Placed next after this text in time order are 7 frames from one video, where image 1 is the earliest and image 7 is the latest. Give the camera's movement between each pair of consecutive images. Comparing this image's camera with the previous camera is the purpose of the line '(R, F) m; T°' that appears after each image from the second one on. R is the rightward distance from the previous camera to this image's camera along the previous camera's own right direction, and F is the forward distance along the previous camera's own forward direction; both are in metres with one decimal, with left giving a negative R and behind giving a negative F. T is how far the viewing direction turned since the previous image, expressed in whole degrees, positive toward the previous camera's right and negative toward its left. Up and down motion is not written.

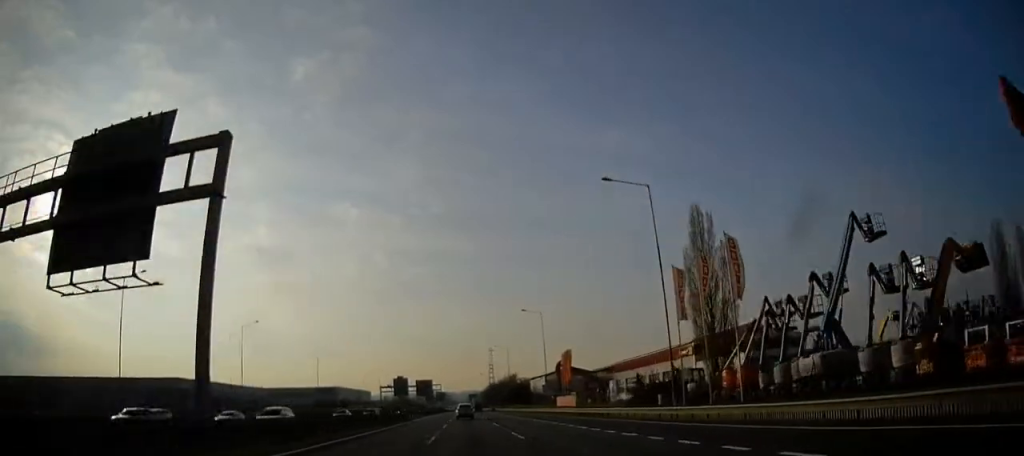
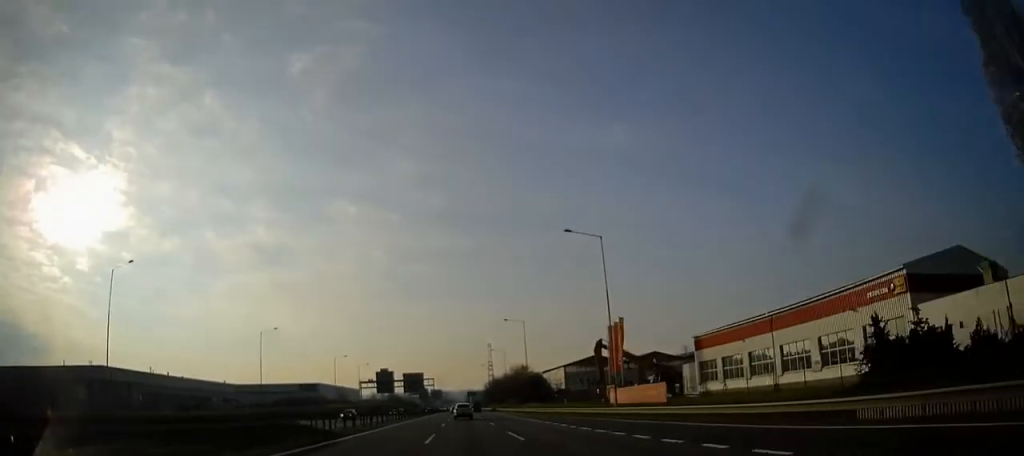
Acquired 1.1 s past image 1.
(0.0, +37.5) m; 0°
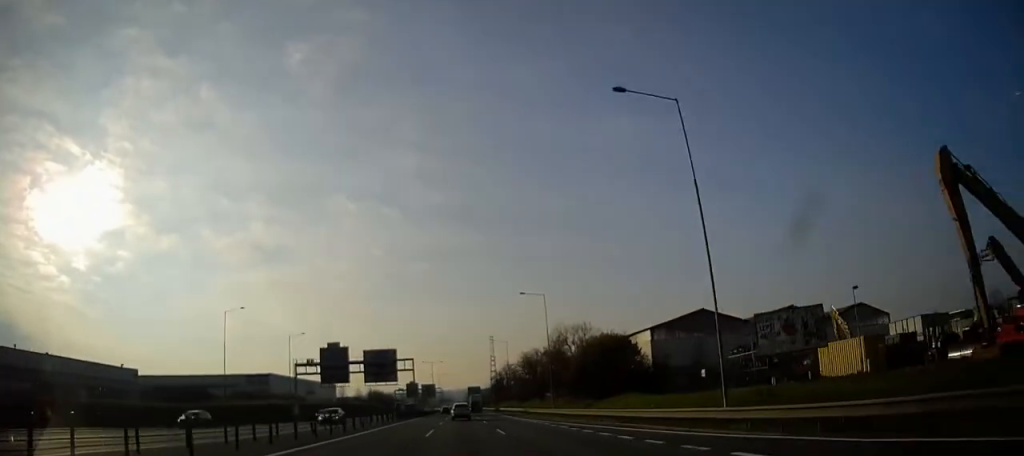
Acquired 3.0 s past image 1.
(+0.3, +67.9) m; 0°
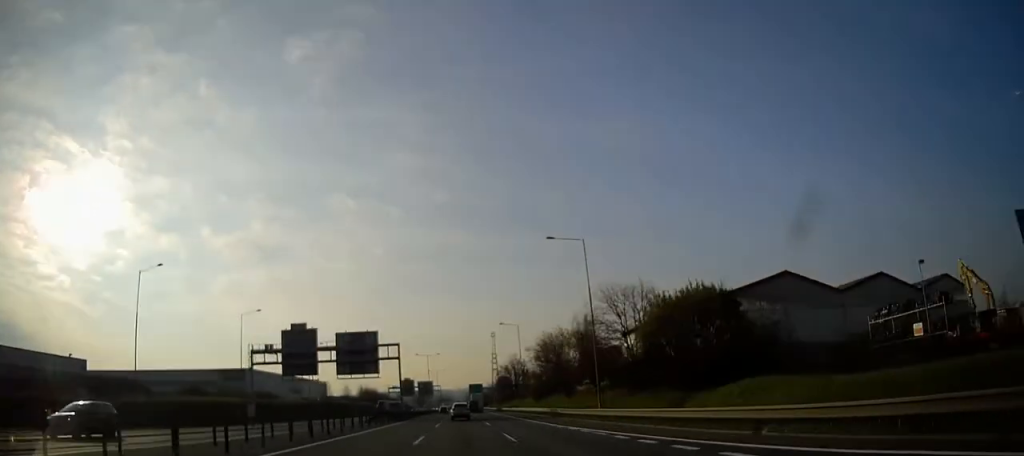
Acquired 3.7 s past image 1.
(0.0, +23.4) m; 0°
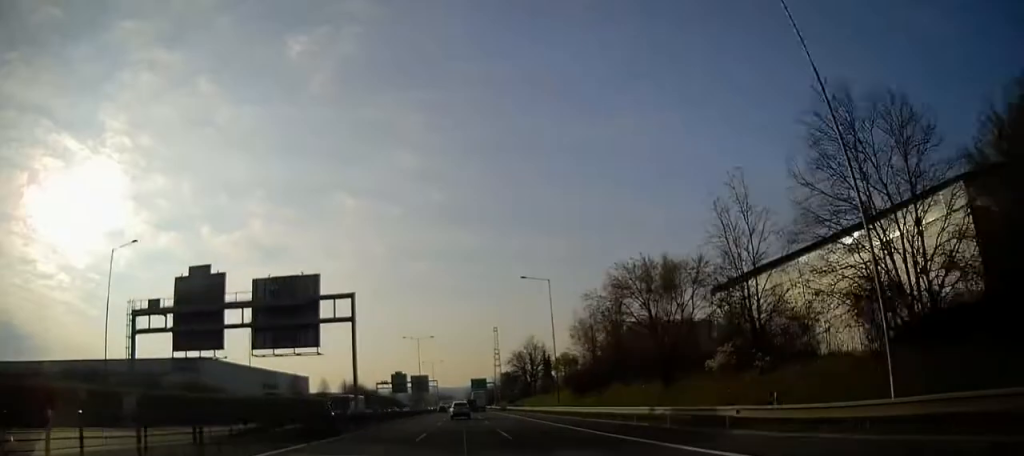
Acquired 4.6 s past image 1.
(-0.1, +33.8) m; 0°
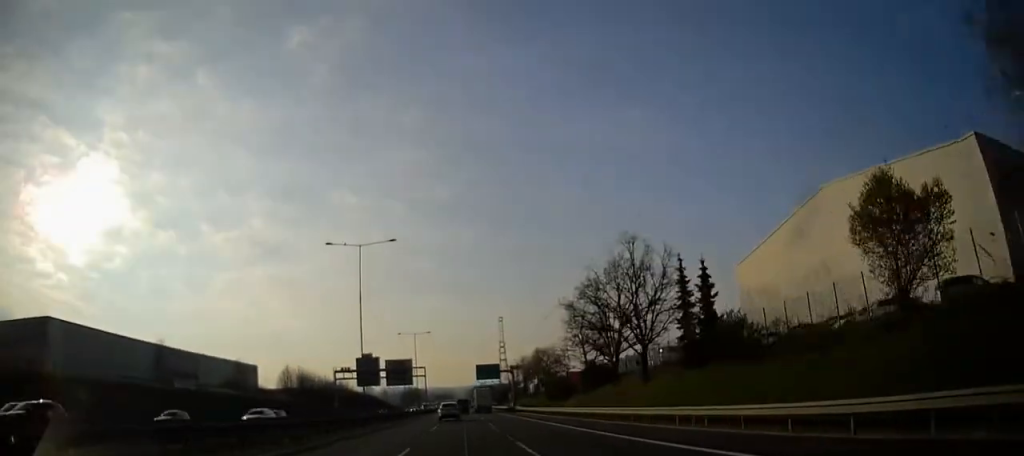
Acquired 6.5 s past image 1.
(-0.2, +66.1) m; 0°
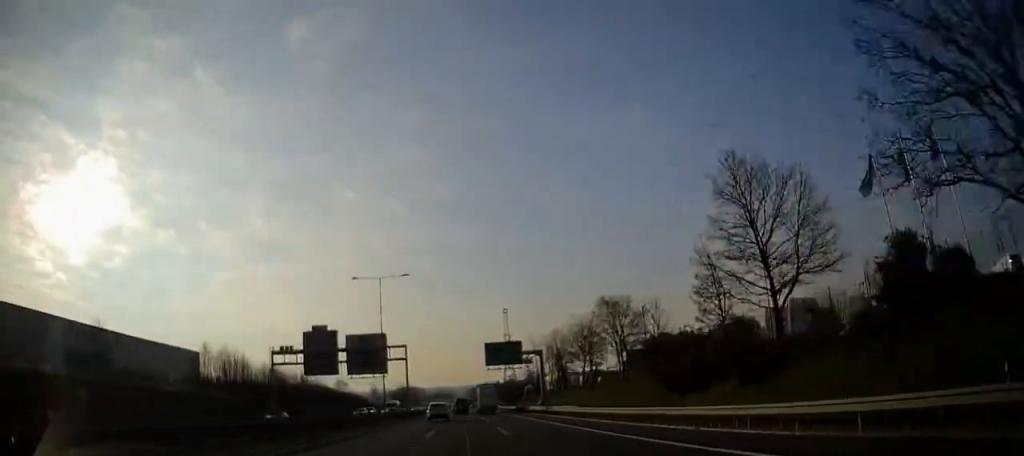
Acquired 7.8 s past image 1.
(+0.1, +45.1) m; 0°
